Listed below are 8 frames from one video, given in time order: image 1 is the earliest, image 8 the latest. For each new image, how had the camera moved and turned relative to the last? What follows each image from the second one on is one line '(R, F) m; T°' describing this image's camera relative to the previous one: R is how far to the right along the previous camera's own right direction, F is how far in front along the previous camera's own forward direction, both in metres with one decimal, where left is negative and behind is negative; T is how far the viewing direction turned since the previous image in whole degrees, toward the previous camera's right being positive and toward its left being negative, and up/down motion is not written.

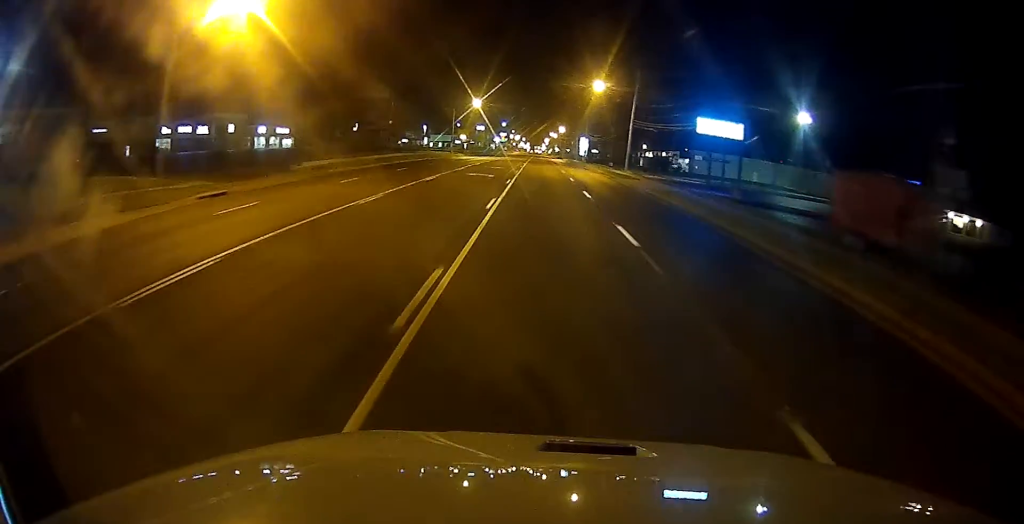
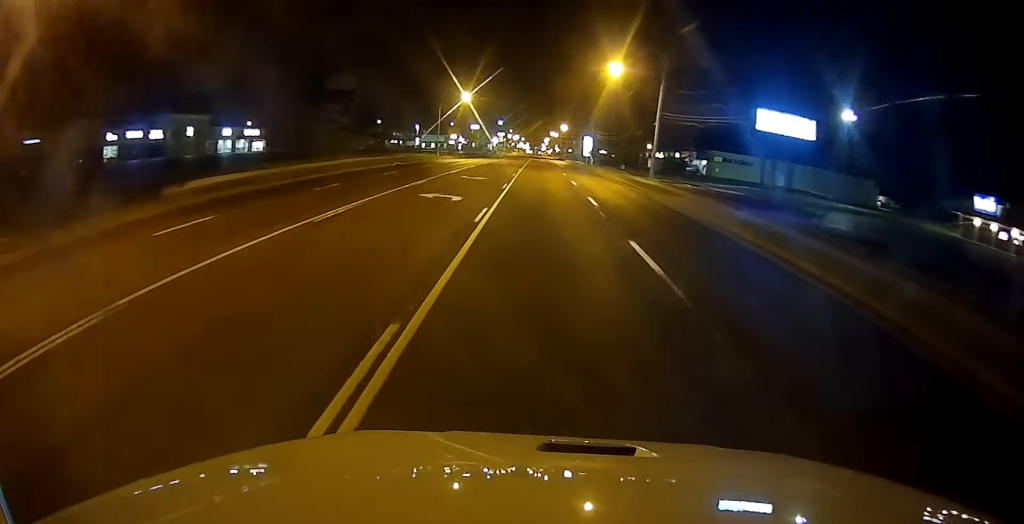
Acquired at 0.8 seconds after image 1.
(+0.2, +15.1) m; 0°
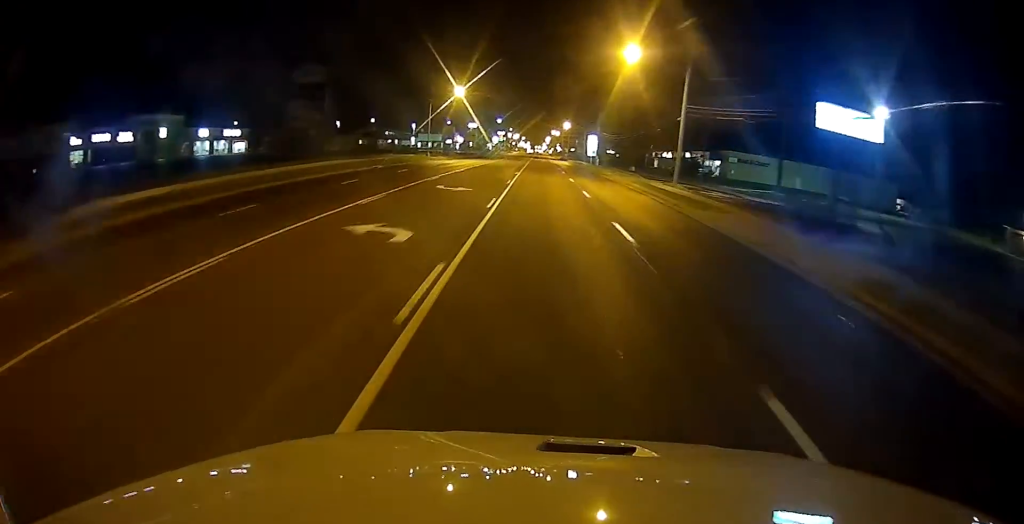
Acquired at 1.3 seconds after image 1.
(-0.3, +8.8) m; 0°
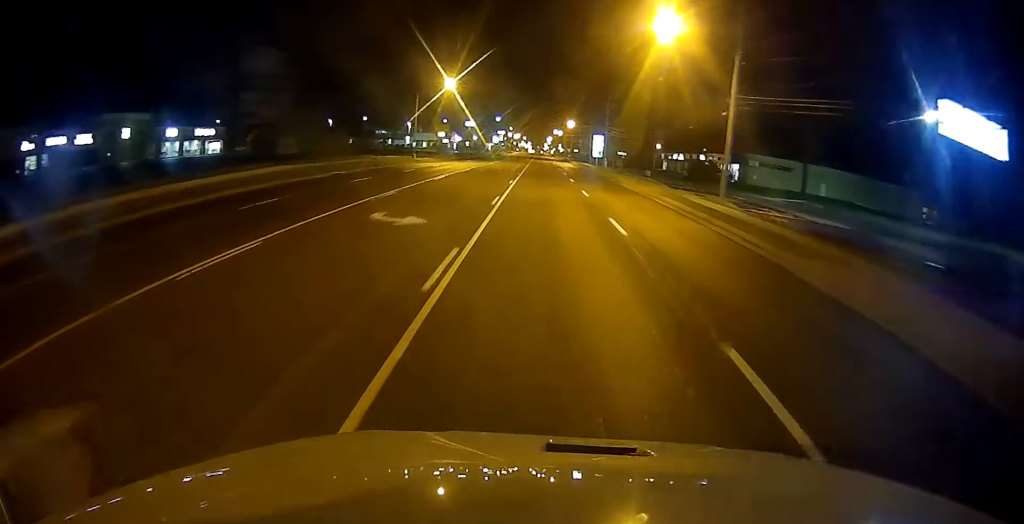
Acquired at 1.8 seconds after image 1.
(0.0, +10.7) m; 0°
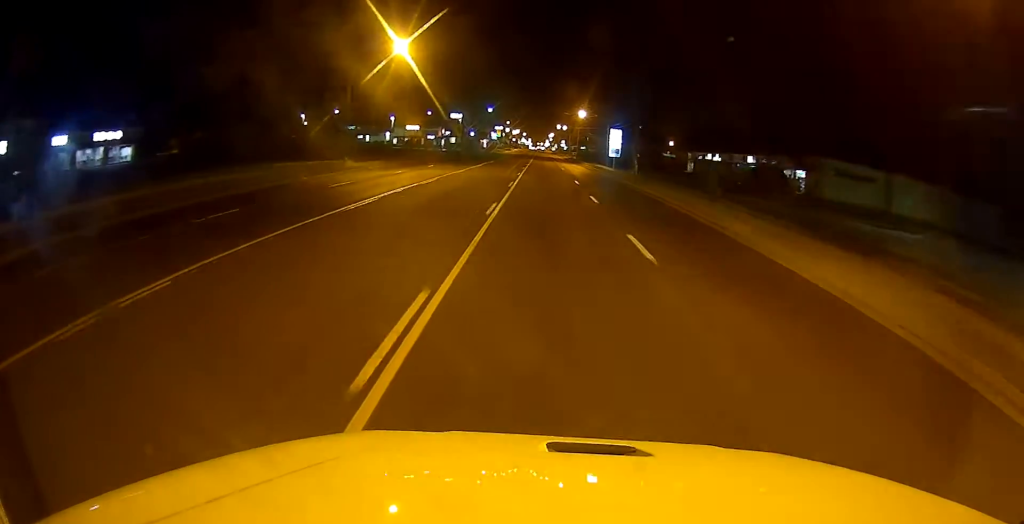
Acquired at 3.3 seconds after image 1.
(-0.1, +27.4) m; -2°
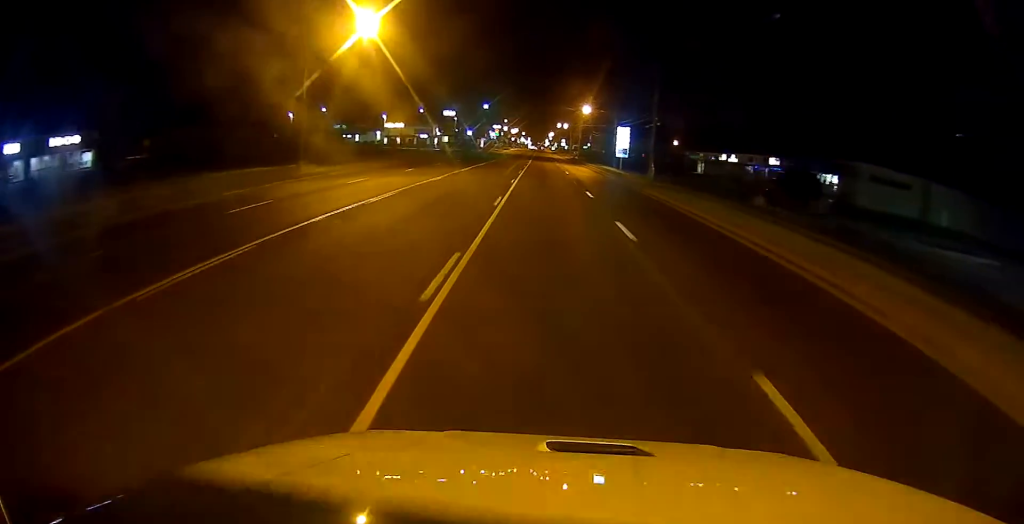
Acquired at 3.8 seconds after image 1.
(-0.1, +9.4) m; 0°
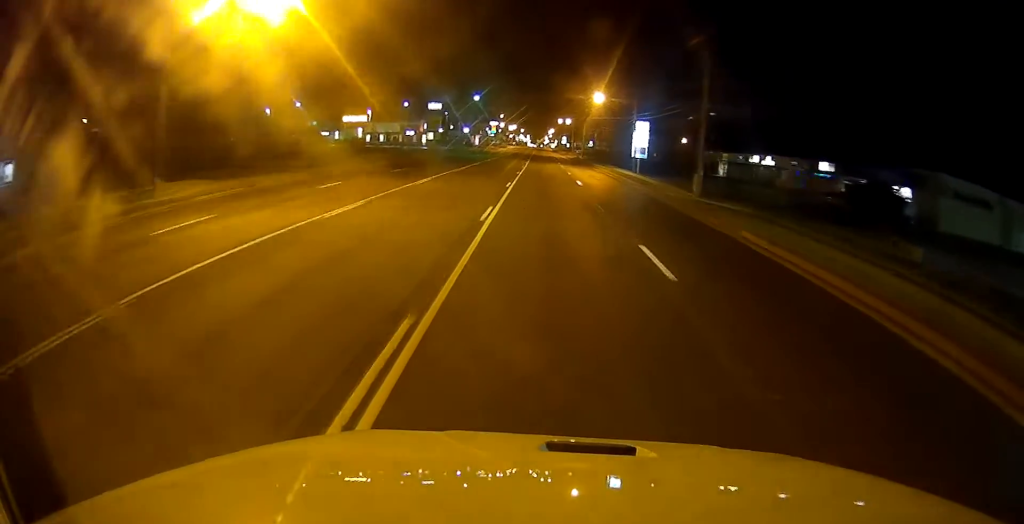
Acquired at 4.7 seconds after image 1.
(0.0, +16.3) m; +2°
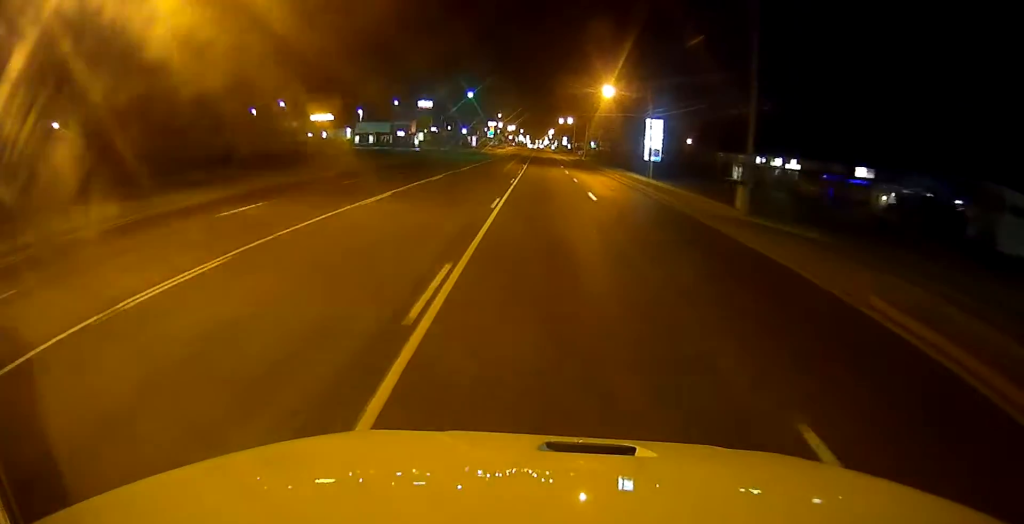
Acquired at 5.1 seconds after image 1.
(+0.3, +8.8) m; 0°
